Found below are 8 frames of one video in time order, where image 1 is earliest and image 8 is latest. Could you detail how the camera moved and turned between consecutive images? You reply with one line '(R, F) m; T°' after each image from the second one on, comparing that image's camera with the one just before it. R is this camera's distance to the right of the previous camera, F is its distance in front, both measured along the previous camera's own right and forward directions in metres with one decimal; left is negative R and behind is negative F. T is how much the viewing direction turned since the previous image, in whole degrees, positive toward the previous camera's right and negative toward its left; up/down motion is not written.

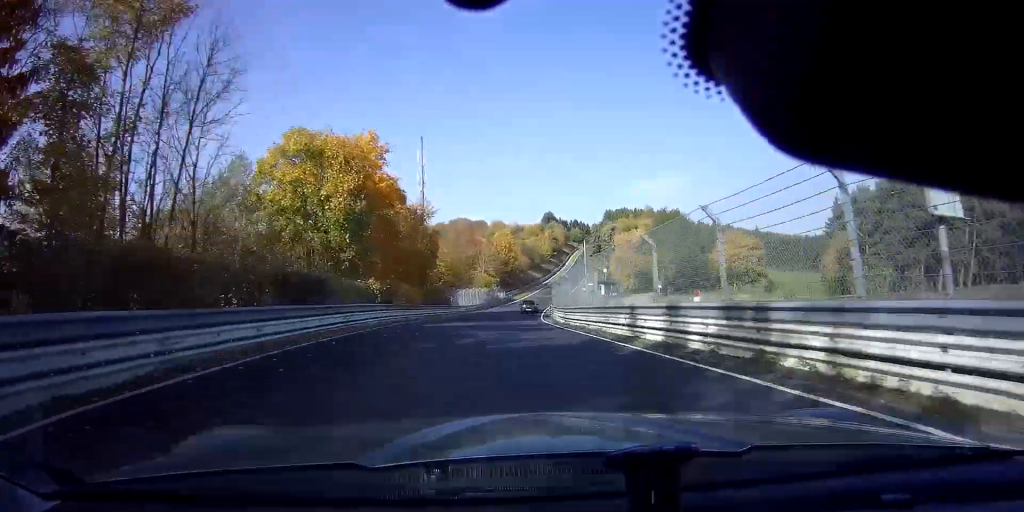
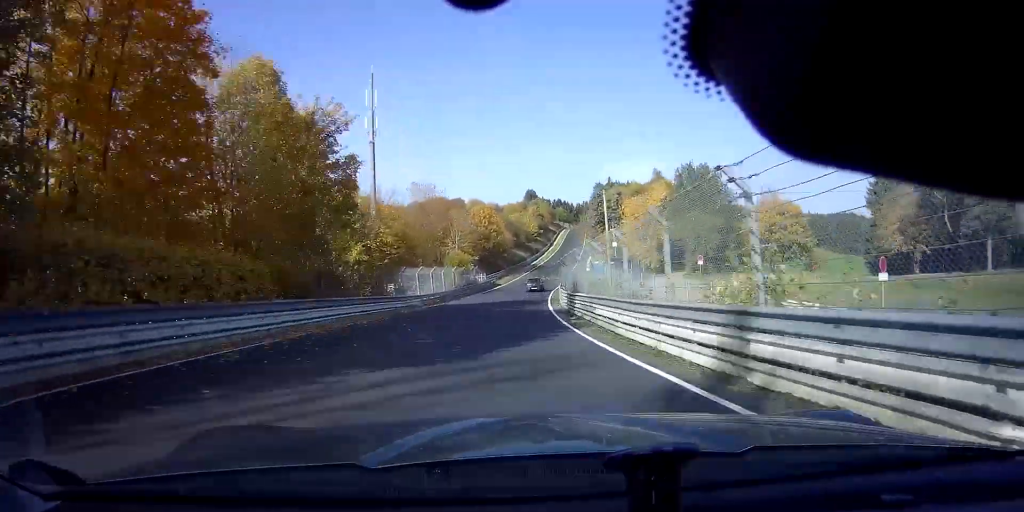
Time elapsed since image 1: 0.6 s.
(+0.5, +23.8) m; +2°
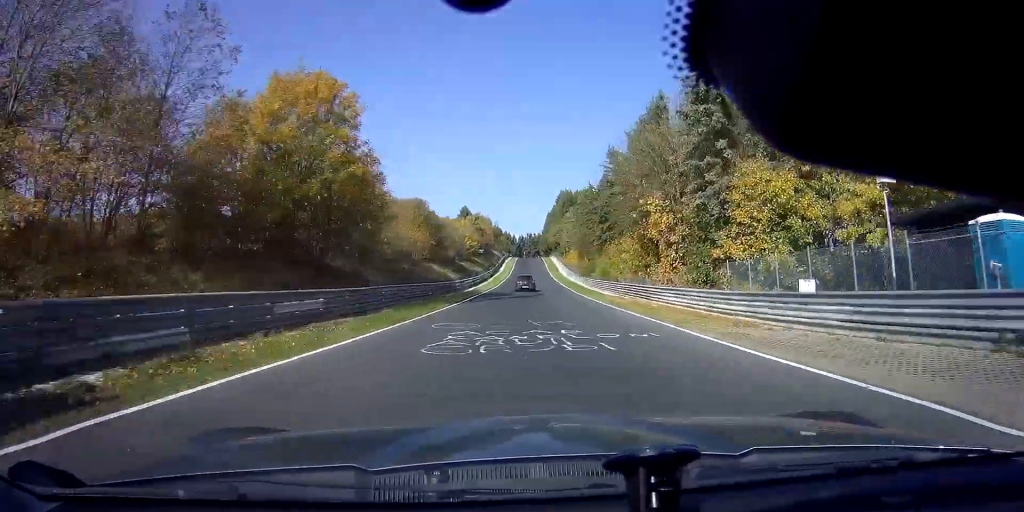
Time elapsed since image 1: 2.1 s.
(+3.5, +66.7) m; +6°
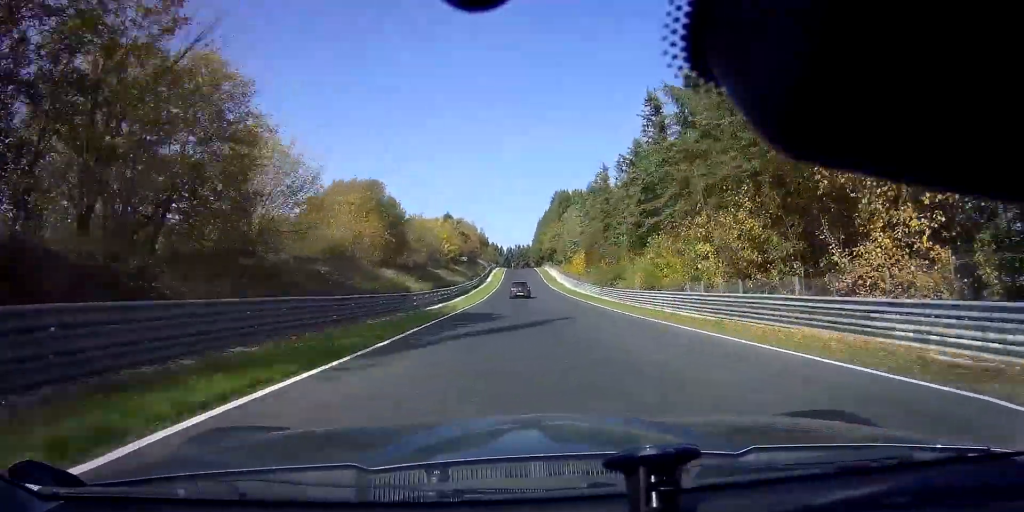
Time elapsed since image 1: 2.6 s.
(+0.5, +19.6) m; +1°
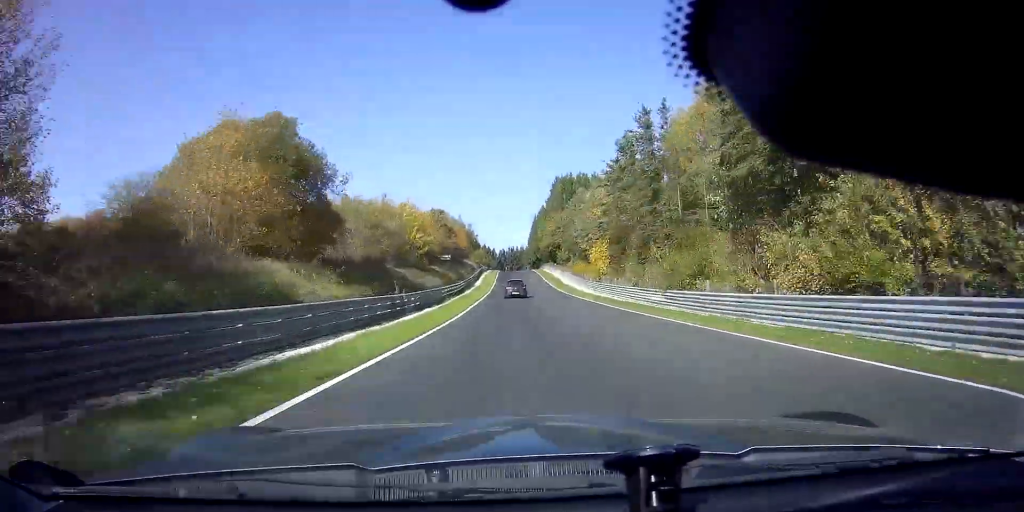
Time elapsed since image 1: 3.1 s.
(+0.2, +21.0) m; +1°
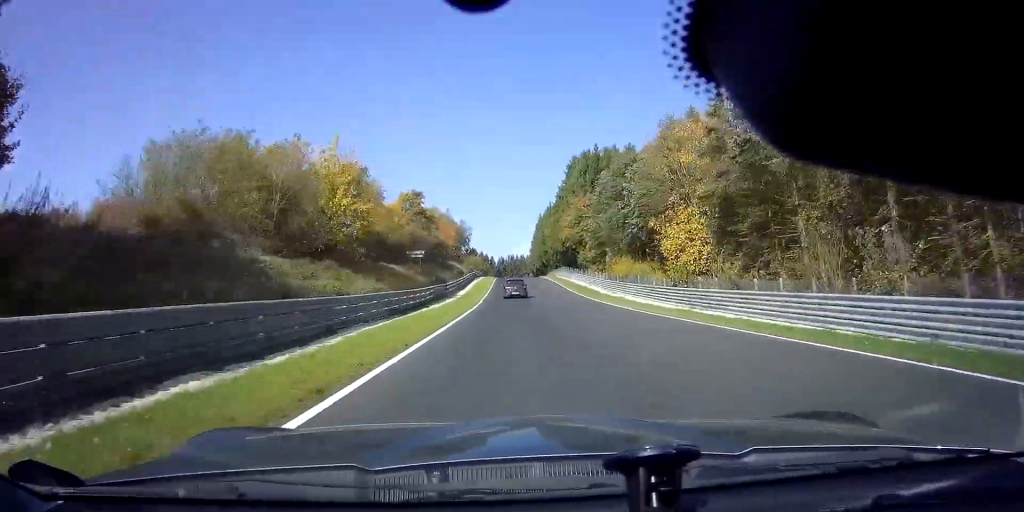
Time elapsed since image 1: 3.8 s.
(+0.2, +27.1) m; +1°
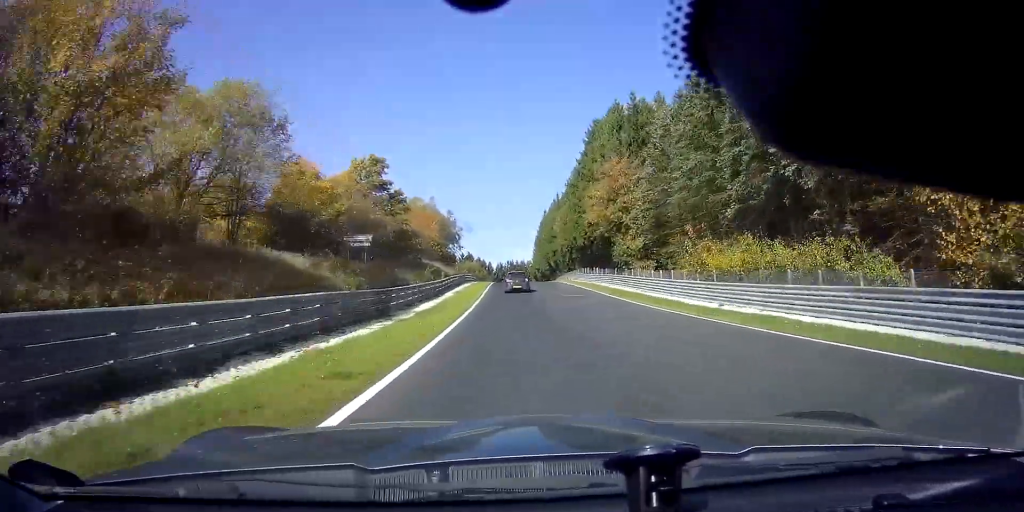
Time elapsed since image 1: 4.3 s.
(+0.1, +22.5) m; +1°
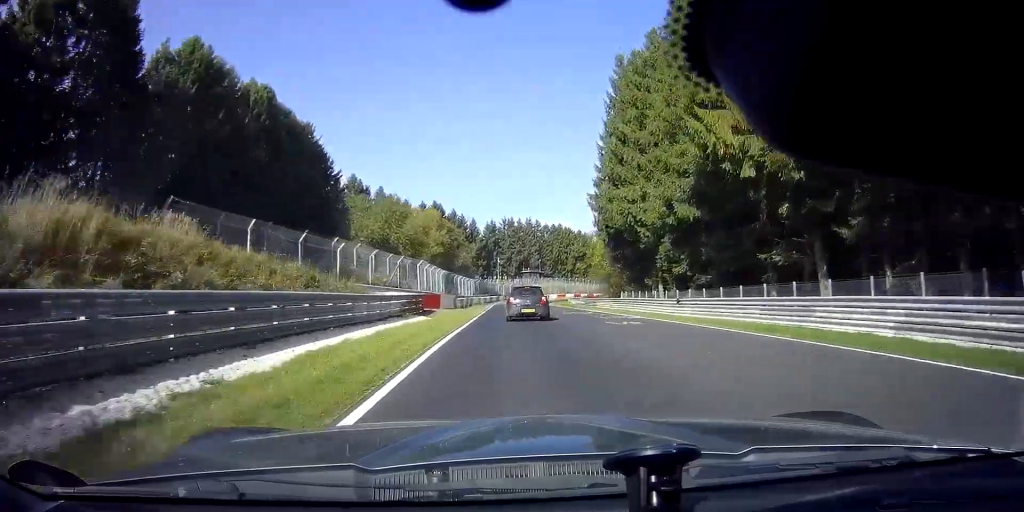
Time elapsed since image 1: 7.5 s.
(+1.4, +113.0) m; +1°
